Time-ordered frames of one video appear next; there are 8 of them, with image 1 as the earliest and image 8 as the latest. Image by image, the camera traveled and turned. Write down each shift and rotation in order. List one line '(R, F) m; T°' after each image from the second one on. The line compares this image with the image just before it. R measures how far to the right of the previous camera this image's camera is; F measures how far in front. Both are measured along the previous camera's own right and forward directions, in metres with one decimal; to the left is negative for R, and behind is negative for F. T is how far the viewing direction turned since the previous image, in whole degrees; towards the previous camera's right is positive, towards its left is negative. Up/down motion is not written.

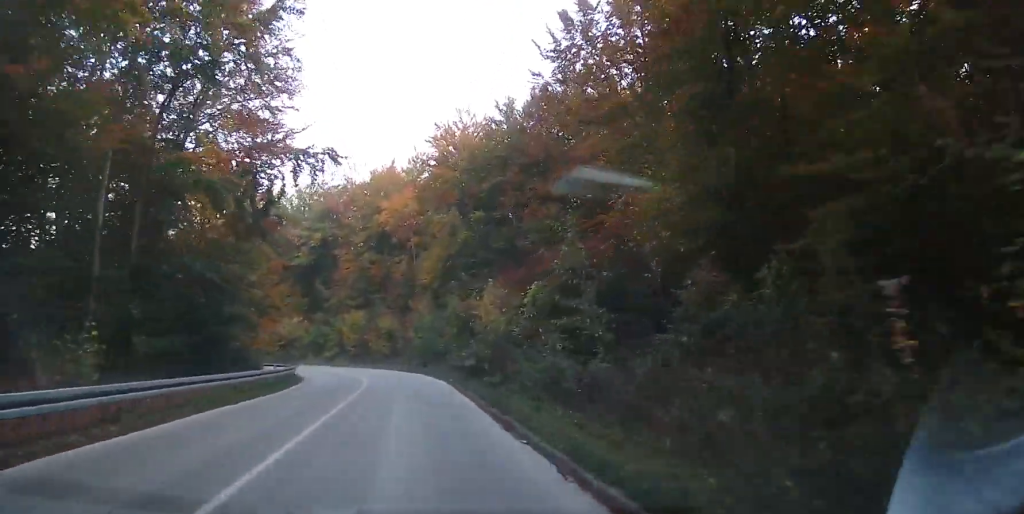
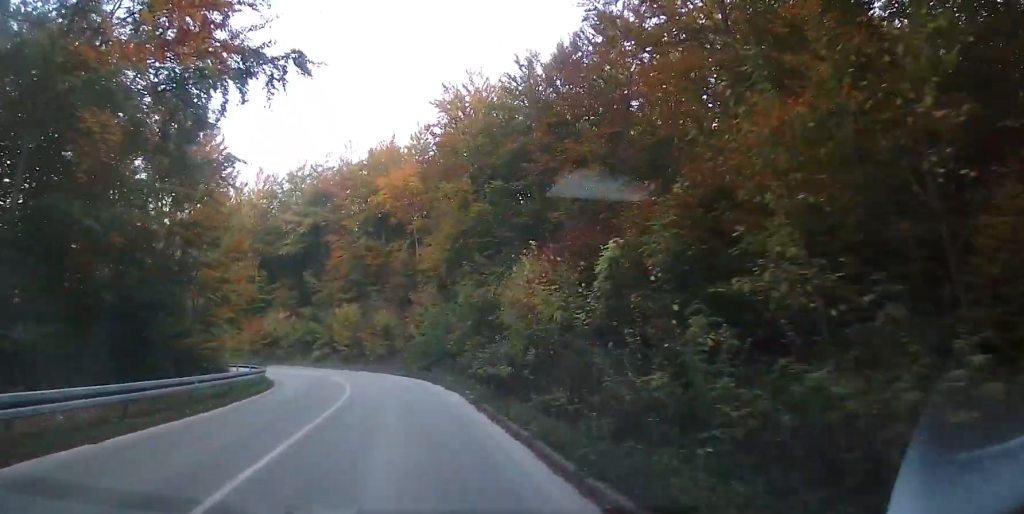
(-0.1, +7.5) m; -1°
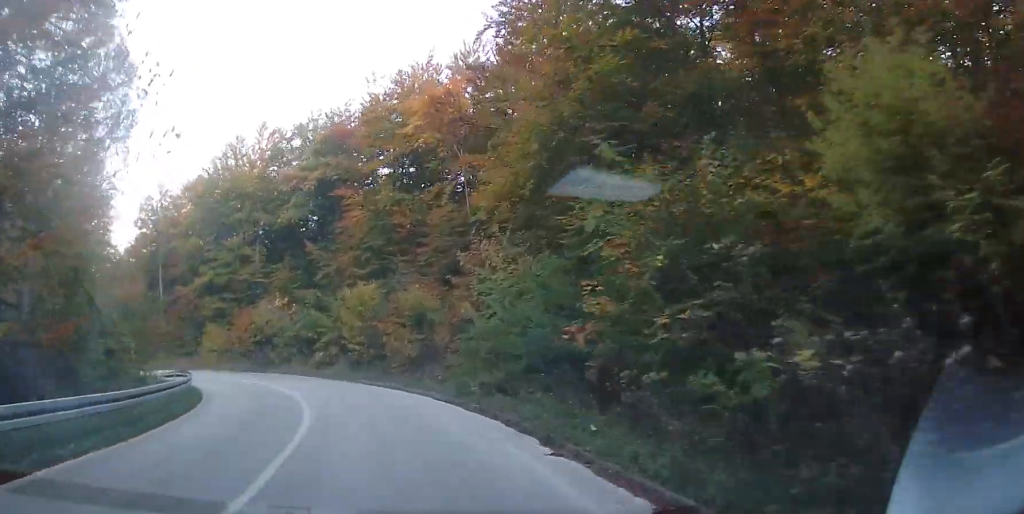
(-0.1, +16.0) m; -5°
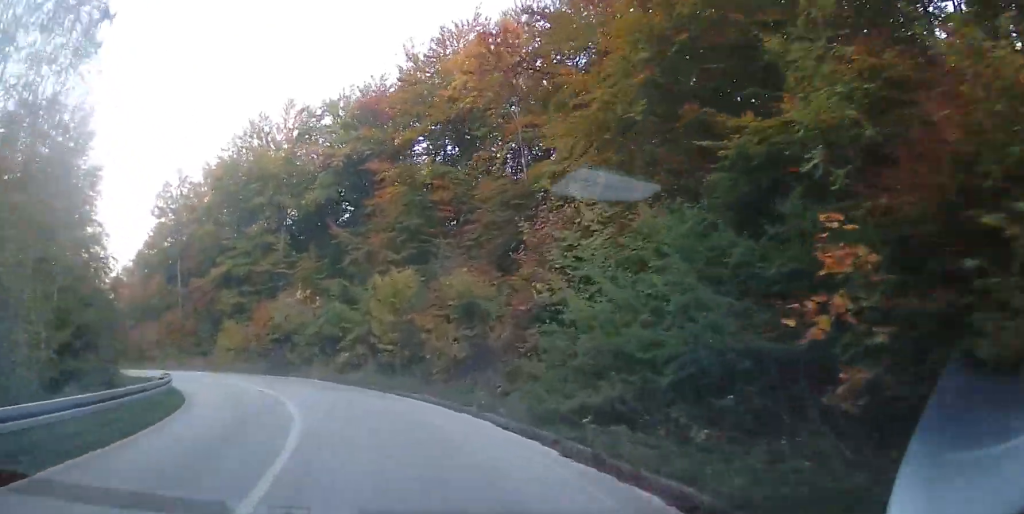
(-0.5, +5.6) m; -4°
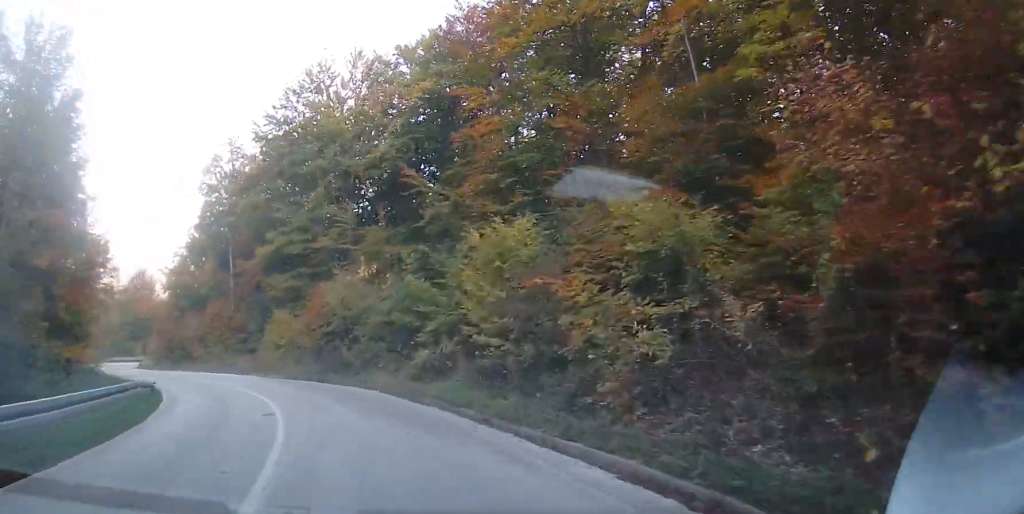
(-0.7, +10.0) m; -8°
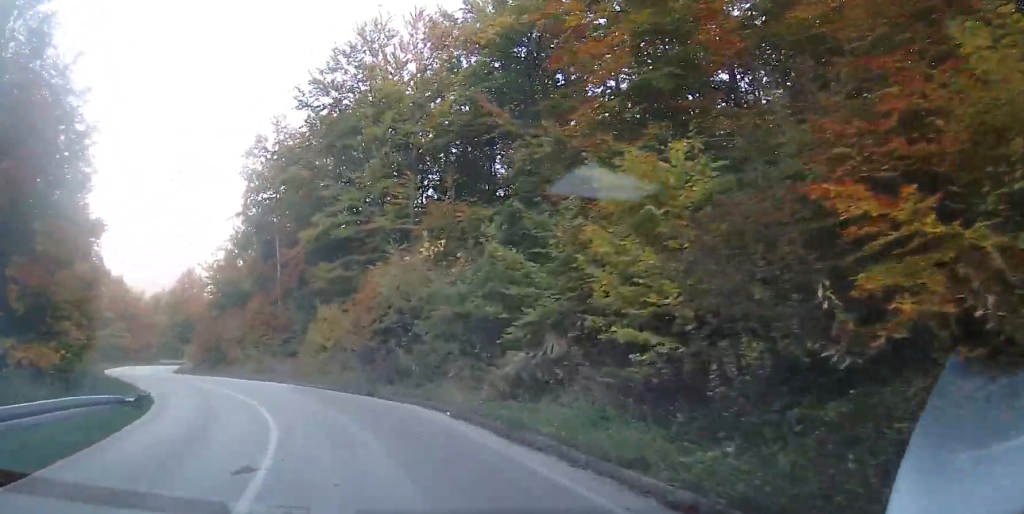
(-0.4, +6.7) m; -4°
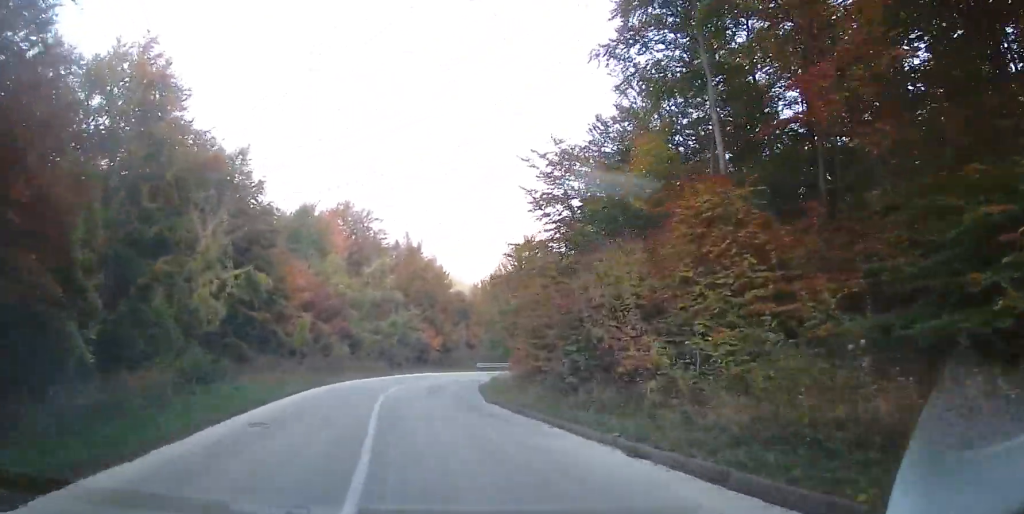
(-5.2, +27.6) m; -20°
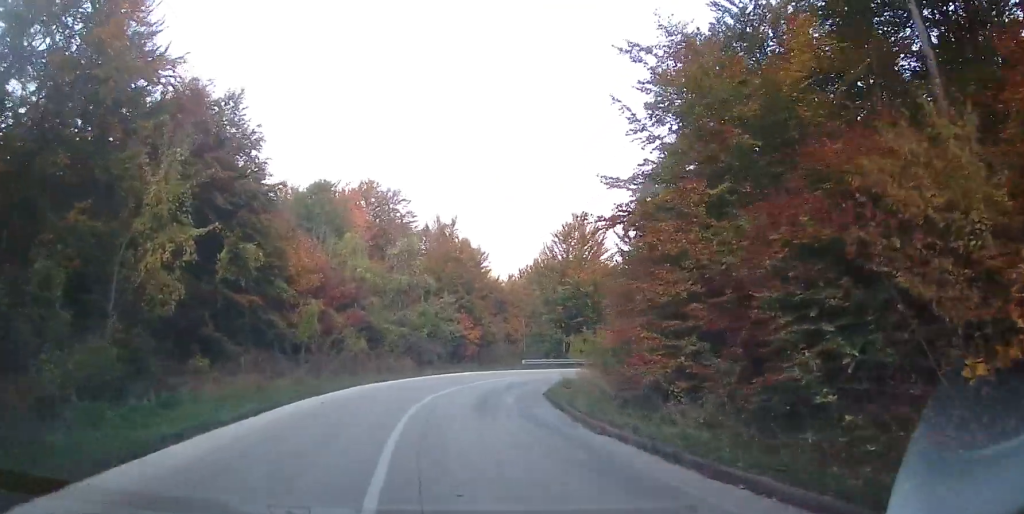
(-0.3, +7.7) m; -2°
